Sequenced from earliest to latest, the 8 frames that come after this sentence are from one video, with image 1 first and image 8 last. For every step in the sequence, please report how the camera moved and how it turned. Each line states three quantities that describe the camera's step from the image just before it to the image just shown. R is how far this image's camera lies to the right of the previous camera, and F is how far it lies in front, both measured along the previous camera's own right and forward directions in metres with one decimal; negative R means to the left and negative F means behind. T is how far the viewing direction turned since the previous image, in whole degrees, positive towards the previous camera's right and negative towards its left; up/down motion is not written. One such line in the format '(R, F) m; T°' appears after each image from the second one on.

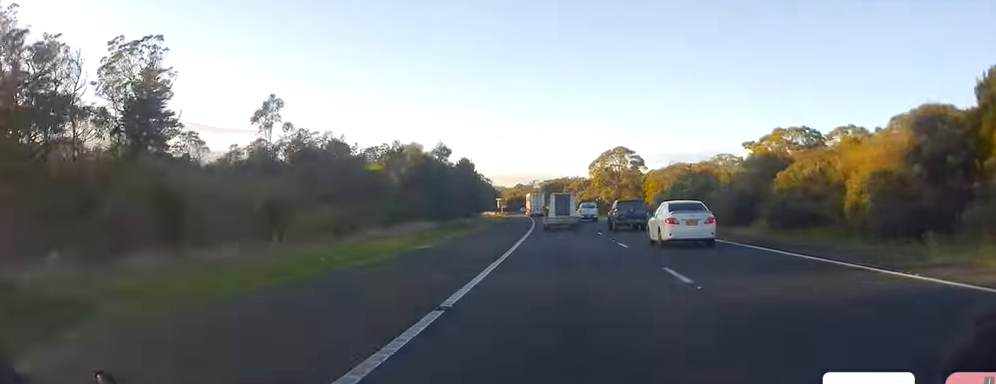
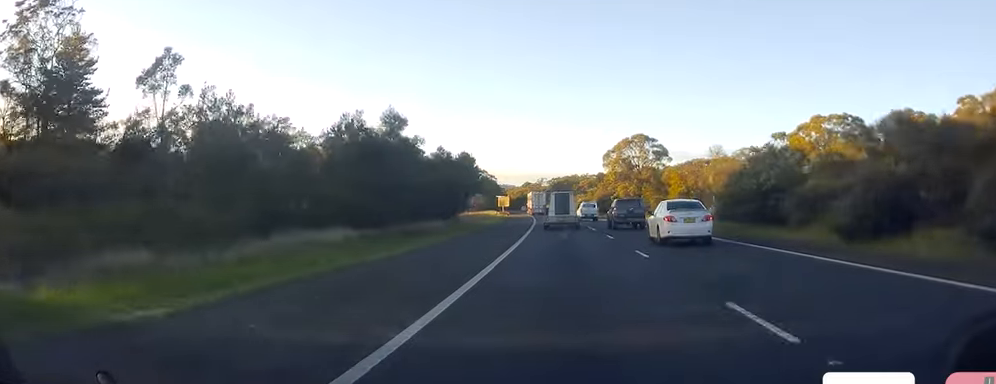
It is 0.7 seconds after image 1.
(+0.5, +18.1) m; 0°
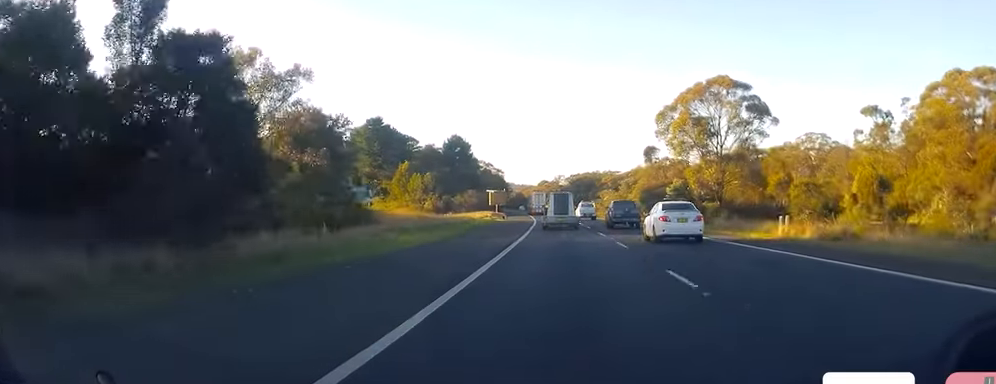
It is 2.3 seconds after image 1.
(-0.7, +43.3) m; -3°
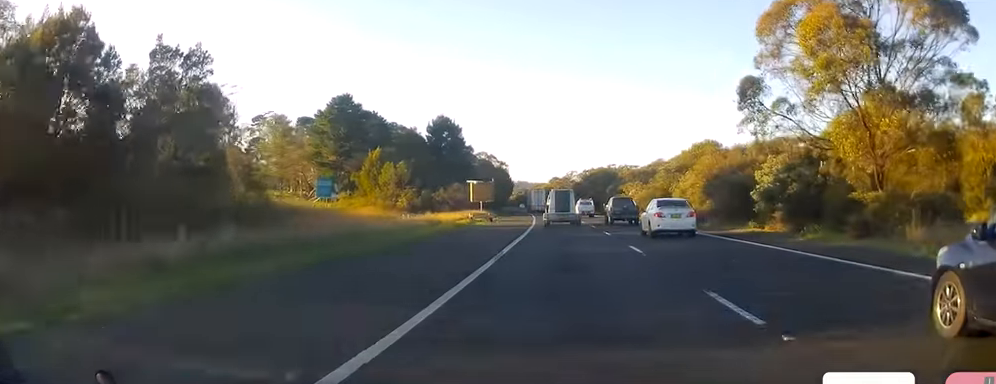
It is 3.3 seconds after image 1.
(-0.3, +28.1) m; 0°
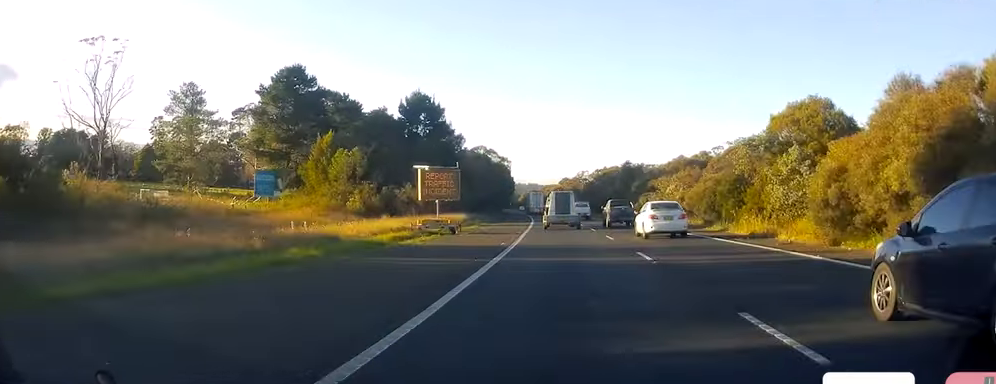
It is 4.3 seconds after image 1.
(+0.1, +26.3) m; 0°
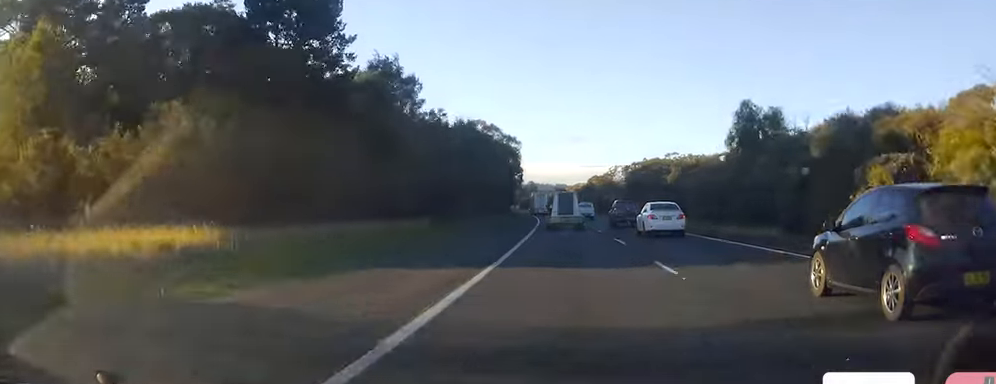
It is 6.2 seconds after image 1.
(-0.8, +51.9) m; -2°
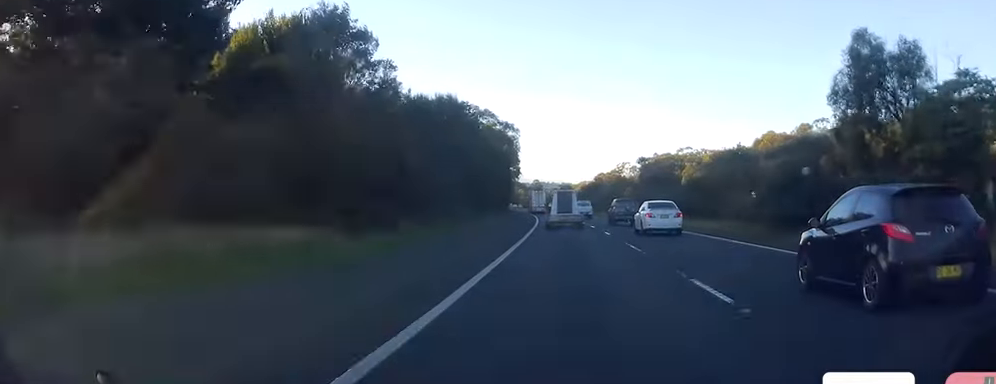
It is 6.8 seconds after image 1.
(-0.1, +16.4) m; -1°
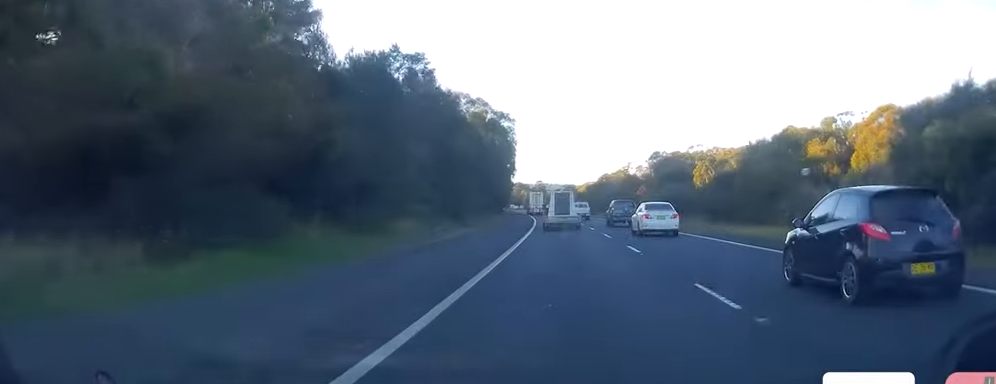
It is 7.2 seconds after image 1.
(0.0, +12.8) m; -1°
